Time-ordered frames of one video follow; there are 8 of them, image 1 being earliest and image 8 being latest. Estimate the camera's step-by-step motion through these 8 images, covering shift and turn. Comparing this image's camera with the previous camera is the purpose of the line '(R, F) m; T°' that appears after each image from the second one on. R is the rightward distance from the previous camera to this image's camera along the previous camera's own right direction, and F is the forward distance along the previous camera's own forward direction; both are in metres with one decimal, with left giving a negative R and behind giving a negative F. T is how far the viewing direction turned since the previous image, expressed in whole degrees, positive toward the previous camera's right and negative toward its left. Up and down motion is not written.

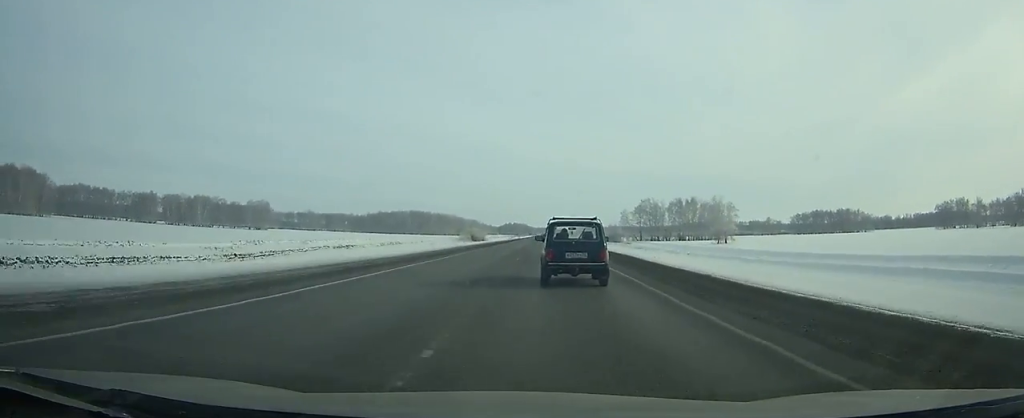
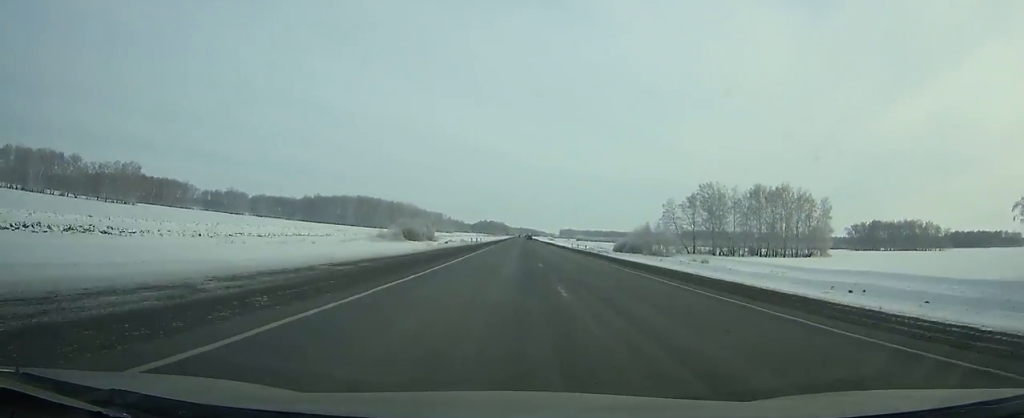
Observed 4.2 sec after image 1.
(+0.2, +123.9) m; +1°
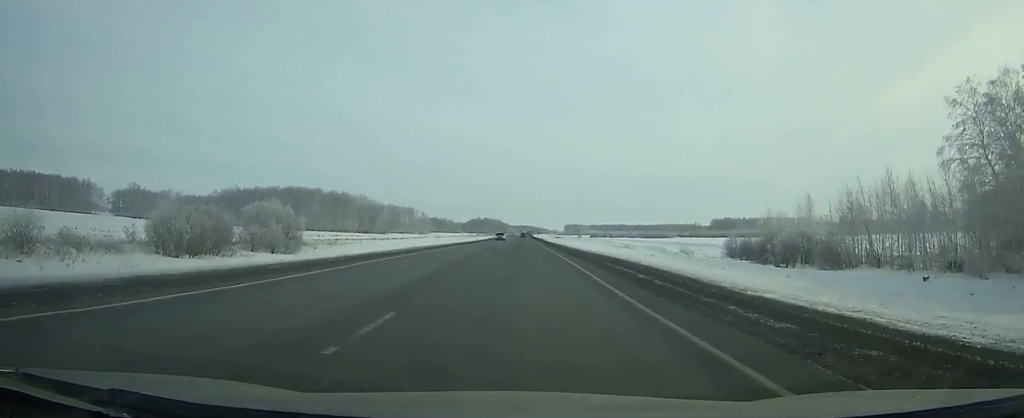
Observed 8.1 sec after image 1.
(+1.3, +122.8) m; 0°
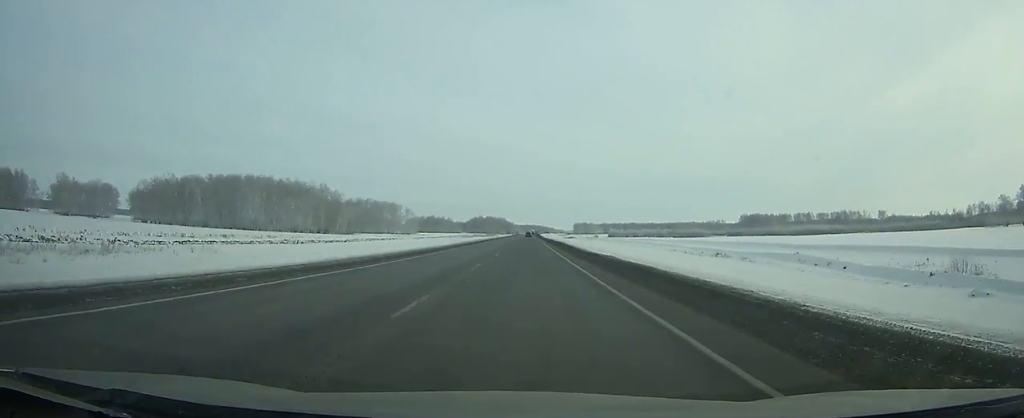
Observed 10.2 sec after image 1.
(-0.3, +64.9) m; 0°
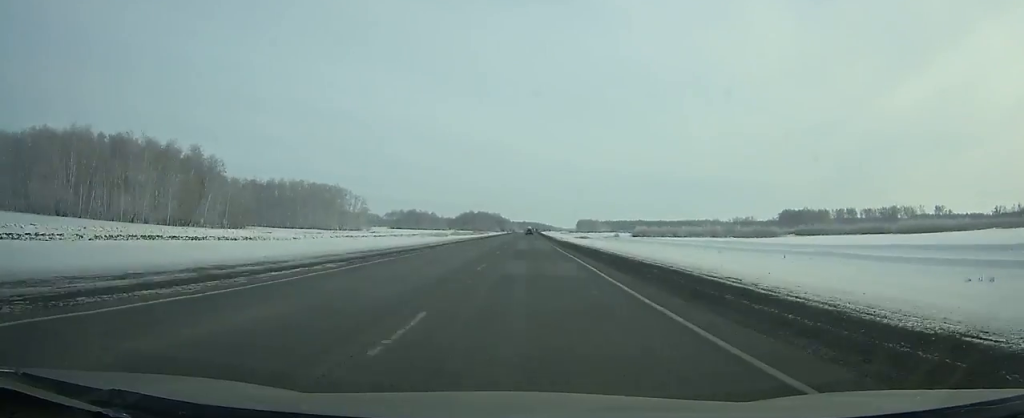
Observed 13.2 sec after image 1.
(-0.2, +92.8) m; 0°
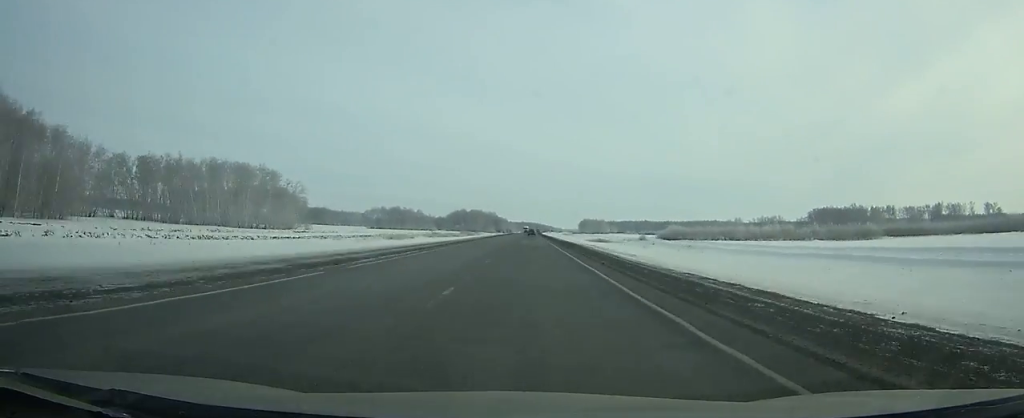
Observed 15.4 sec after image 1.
(+0.1, +68.1) m; 0°
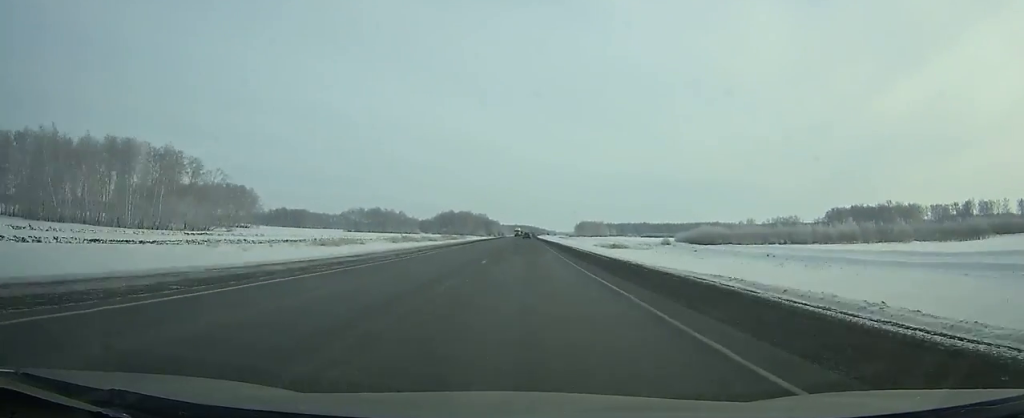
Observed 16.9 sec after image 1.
(+0.1, +46.3) m; 0°
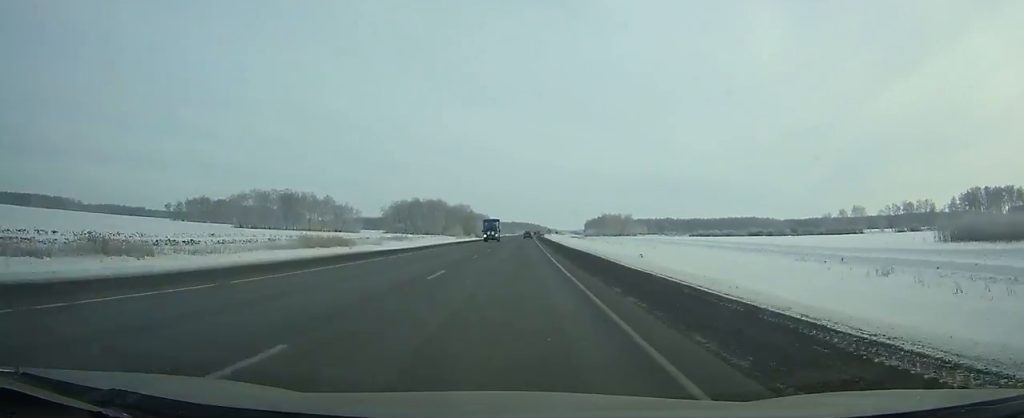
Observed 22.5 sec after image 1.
(+1.1, +173.2) m; 0°
